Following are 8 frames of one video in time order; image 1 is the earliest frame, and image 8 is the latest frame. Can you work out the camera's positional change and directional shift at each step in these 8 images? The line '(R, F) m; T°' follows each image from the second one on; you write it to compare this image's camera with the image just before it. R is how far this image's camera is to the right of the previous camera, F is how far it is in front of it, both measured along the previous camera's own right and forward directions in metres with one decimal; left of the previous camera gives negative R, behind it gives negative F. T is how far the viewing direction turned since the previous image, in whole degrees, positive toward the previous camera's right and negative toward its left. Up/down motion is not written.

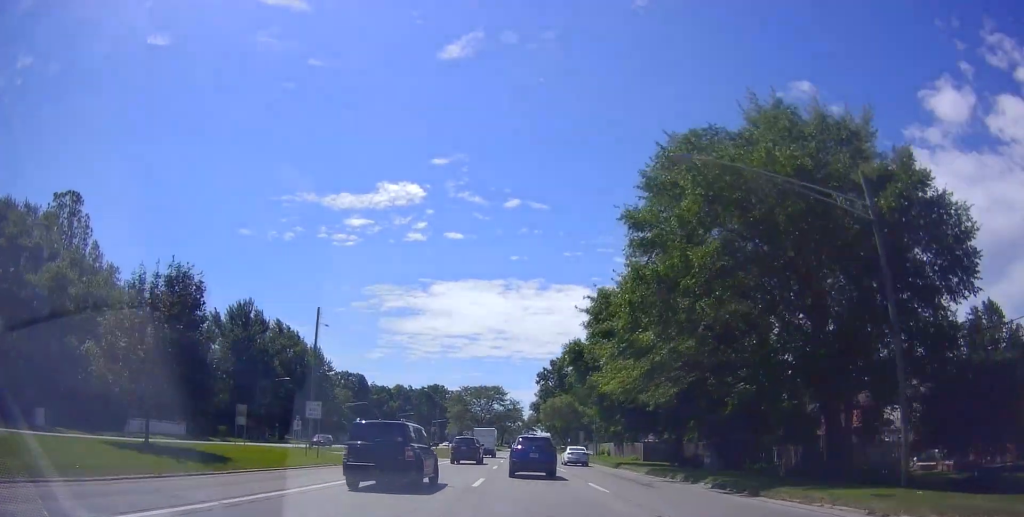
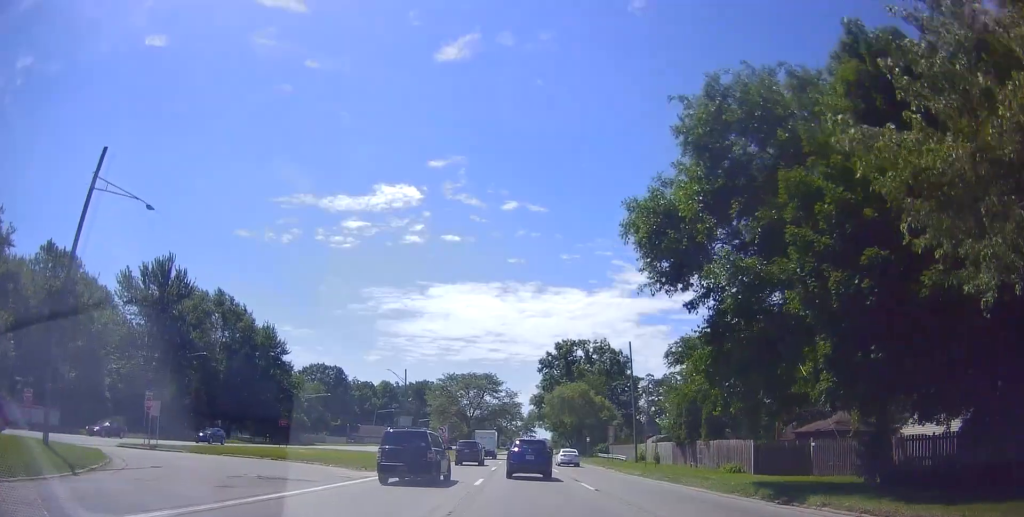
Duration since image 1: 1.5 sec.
(-0.4, +27.6) m; -1°
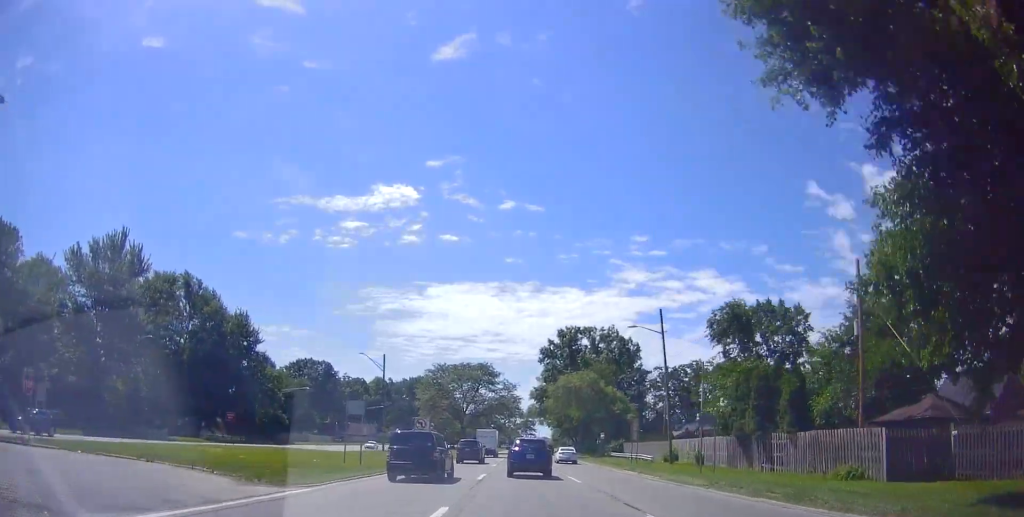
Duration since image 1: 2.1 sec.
(-0.2, +11.9) m; 0°
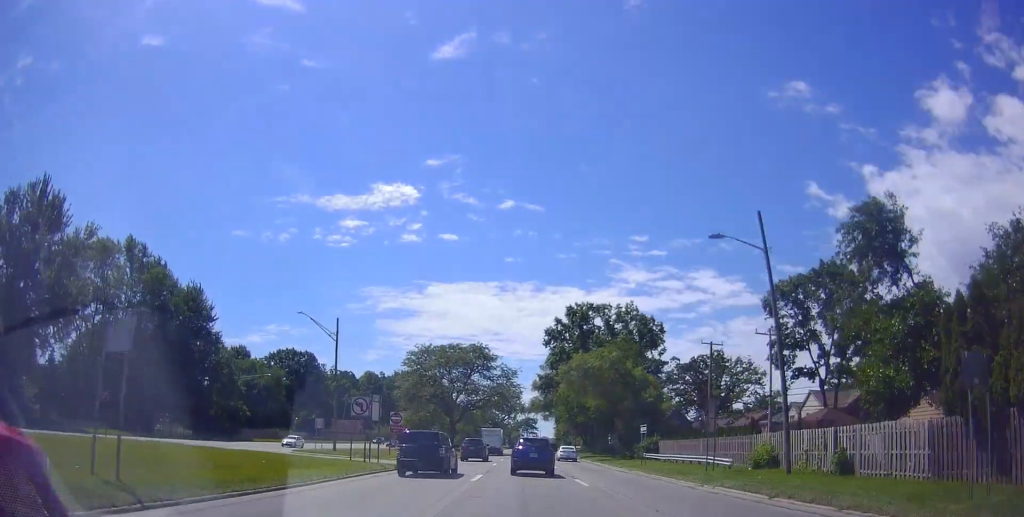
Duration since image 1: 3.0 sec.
(+0.4, +17.6) m; 0°
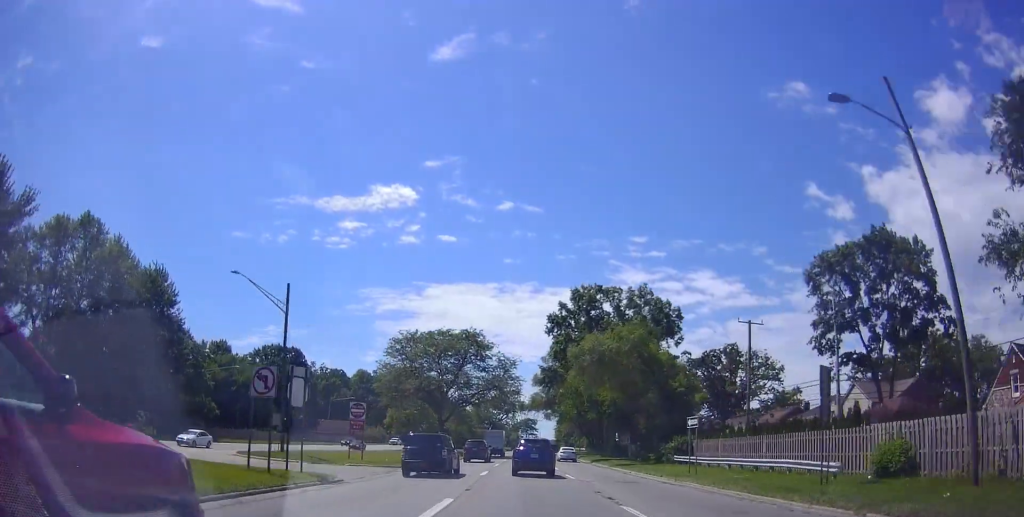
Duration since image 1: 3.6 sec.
(-0.2, +10.8) m; -1°
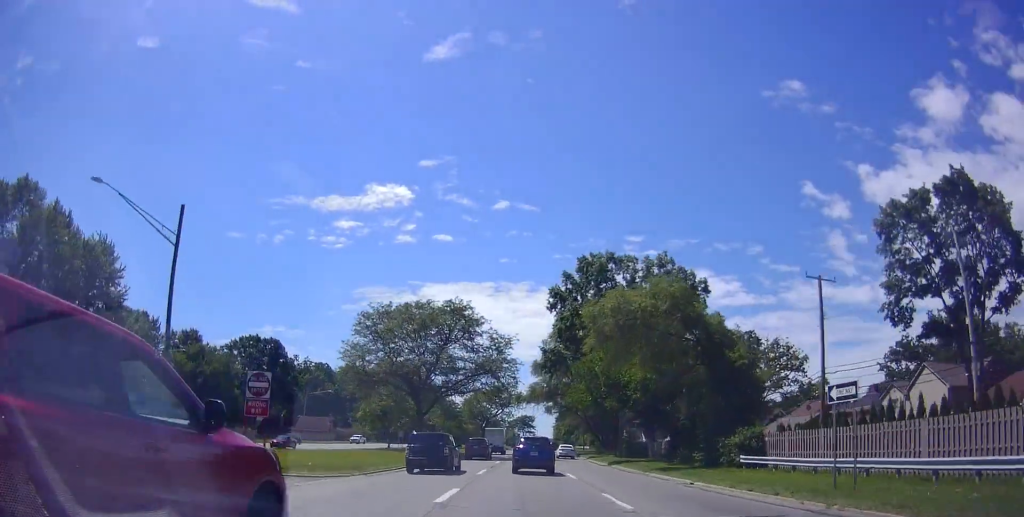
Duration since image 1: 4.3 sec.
(-0.1, +13.5) m; 0°
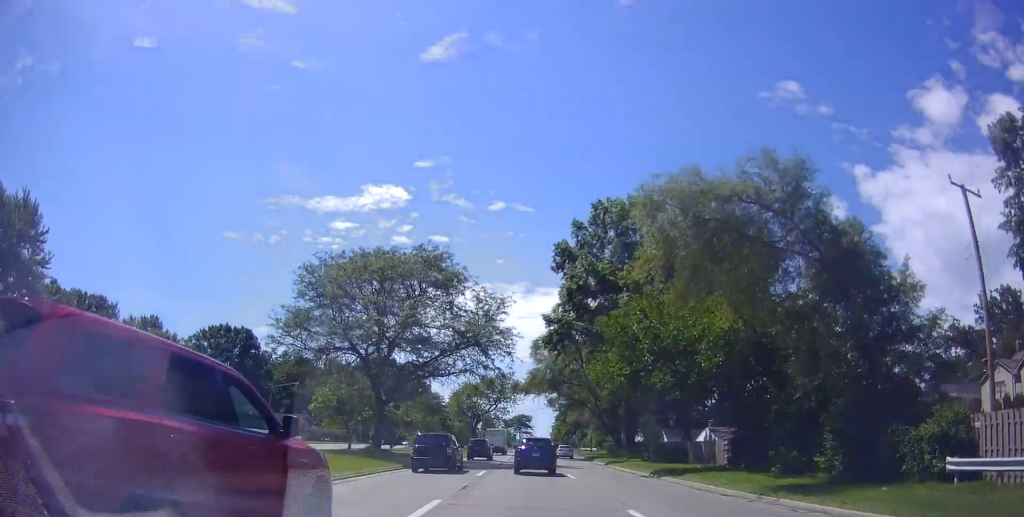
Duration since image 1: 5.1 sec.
(0.0, +16.1) m; +1°
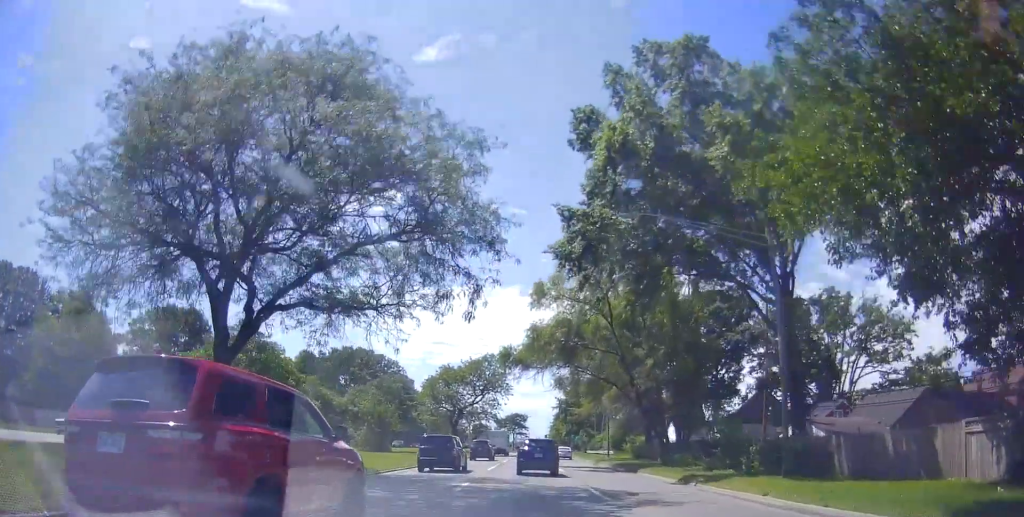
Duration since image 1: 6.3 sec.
(+0.8, +23.4) m; +3°
